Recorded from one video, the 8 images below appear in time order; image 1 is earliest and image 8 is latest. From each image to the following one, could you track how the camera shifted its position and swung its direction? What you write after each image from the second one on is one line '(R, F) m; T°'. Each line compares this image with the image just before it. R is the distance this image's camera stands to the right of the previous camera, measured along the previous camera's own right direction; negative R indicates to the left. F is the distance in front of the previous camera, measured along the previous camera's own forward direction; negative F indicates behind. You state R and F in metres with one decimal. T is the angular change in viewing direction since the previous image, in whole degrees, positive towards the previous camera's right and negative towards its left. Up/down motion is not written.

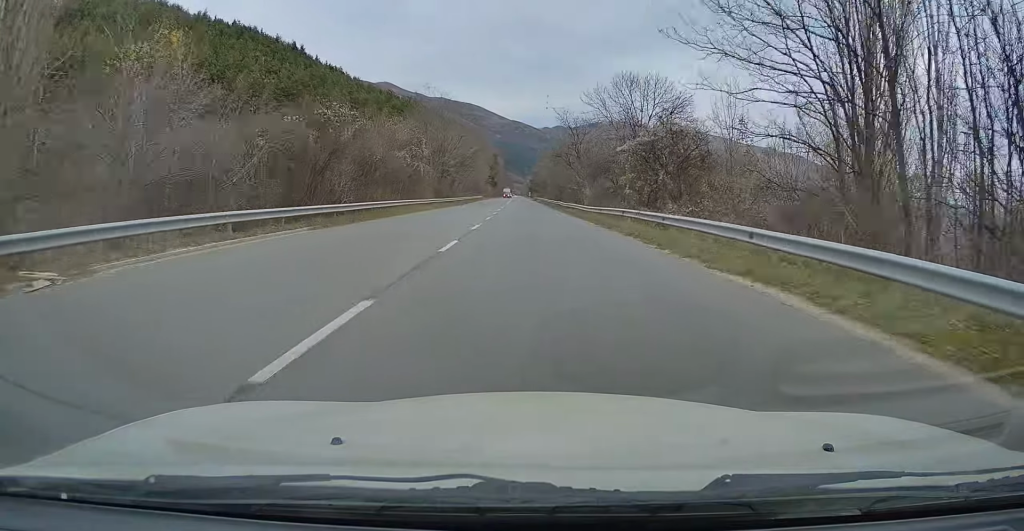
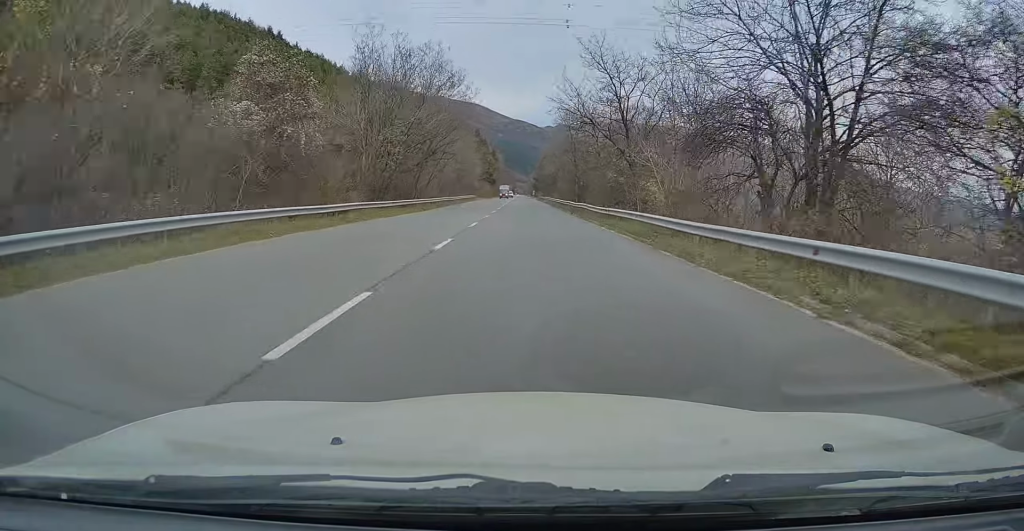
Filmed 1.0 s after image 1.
(-0.1, +27.0) m; -1°
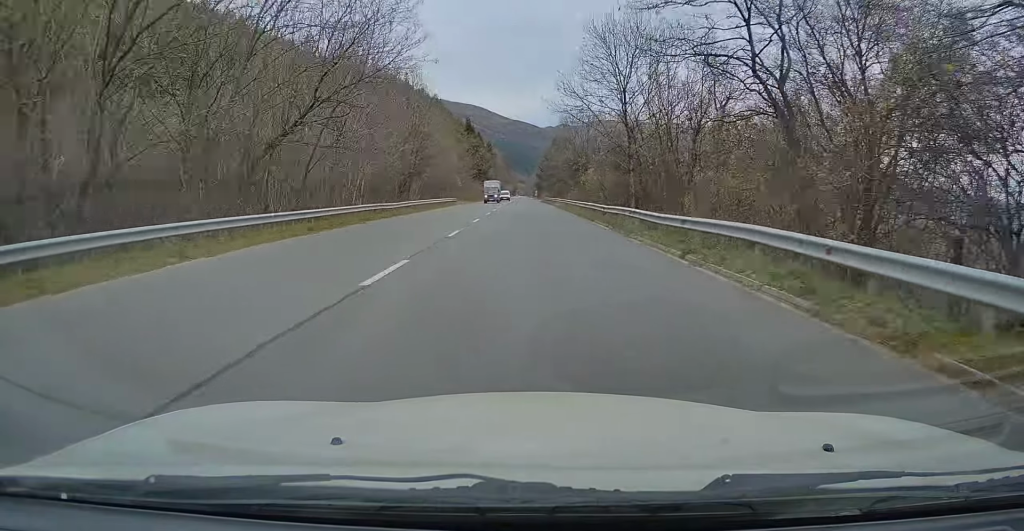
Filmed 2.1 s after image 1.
(-0.2, +32.6) m; 0°
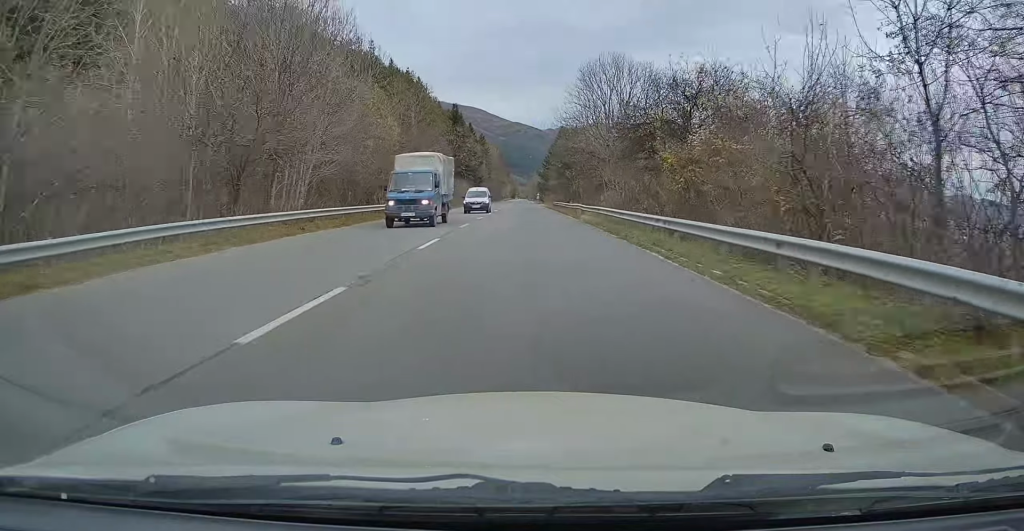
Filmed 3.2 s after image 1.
(+0.3, +30.7) m; 0°
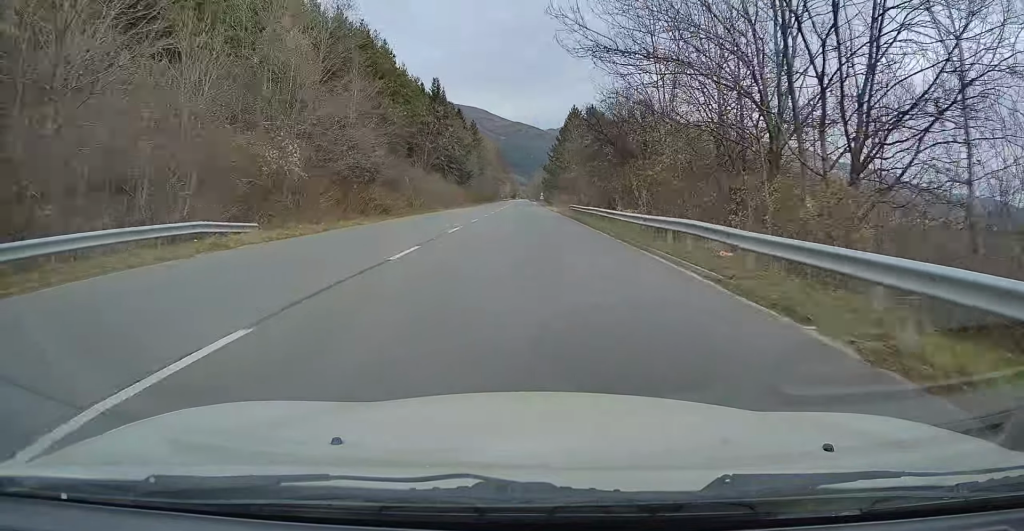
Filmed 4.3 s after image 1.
(-0.3, +29.7) m; 0°
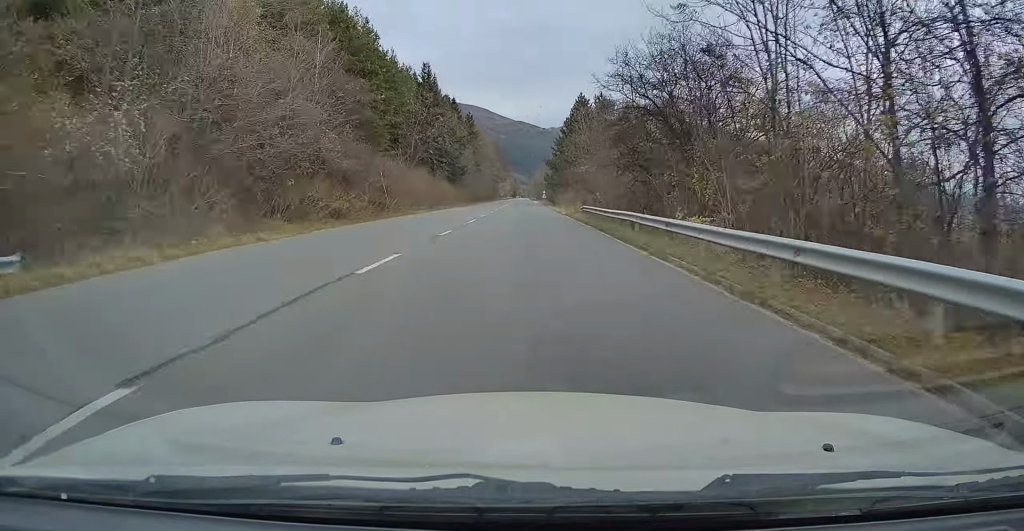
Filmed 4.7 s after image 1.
(+0.1, +11.1) m; 0°
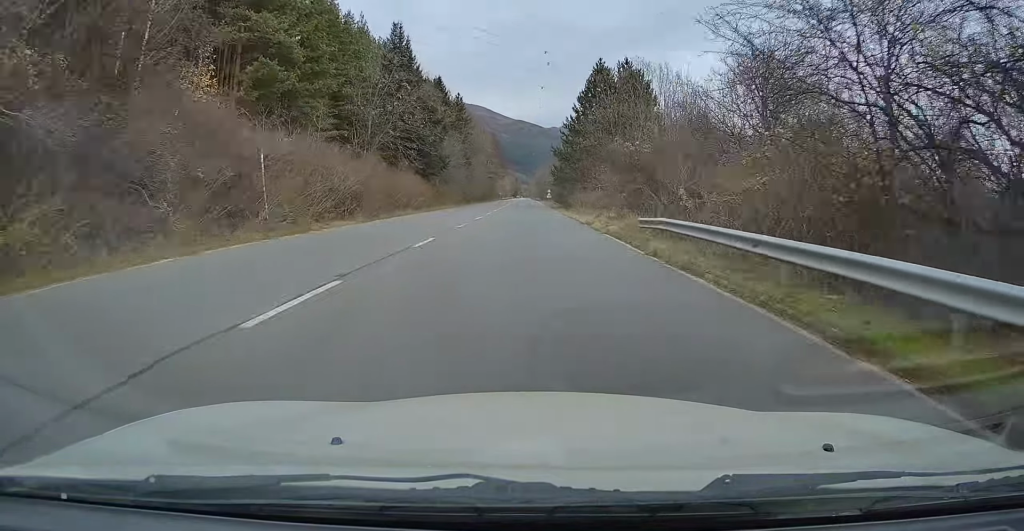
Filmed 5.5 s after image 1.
(+0.4, +22.2) m; +1°
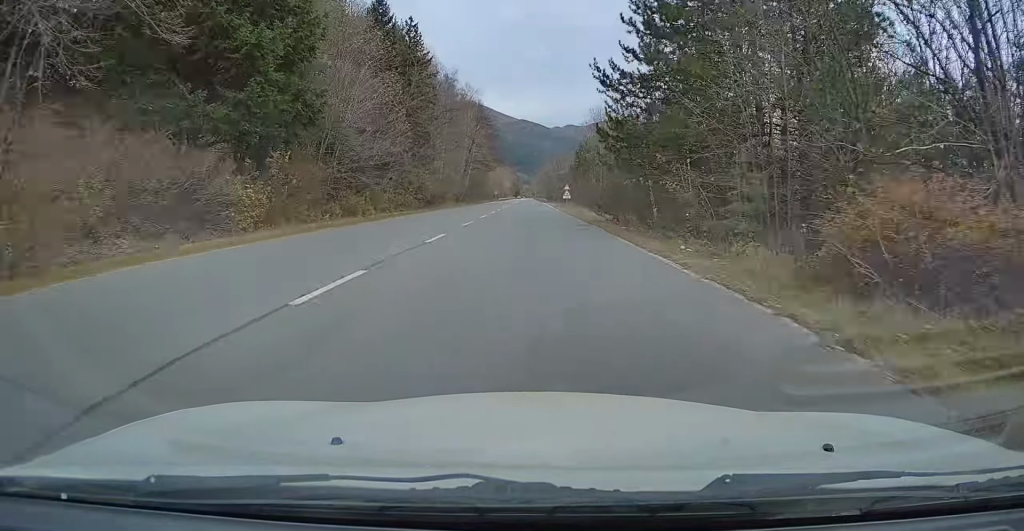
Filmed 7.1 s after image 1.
(-0.6, +44.2) m; -1°
